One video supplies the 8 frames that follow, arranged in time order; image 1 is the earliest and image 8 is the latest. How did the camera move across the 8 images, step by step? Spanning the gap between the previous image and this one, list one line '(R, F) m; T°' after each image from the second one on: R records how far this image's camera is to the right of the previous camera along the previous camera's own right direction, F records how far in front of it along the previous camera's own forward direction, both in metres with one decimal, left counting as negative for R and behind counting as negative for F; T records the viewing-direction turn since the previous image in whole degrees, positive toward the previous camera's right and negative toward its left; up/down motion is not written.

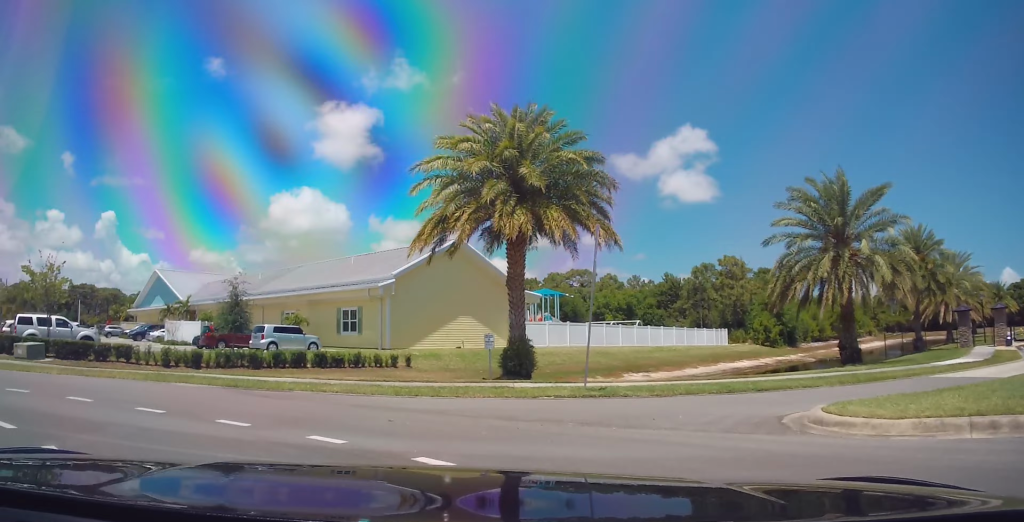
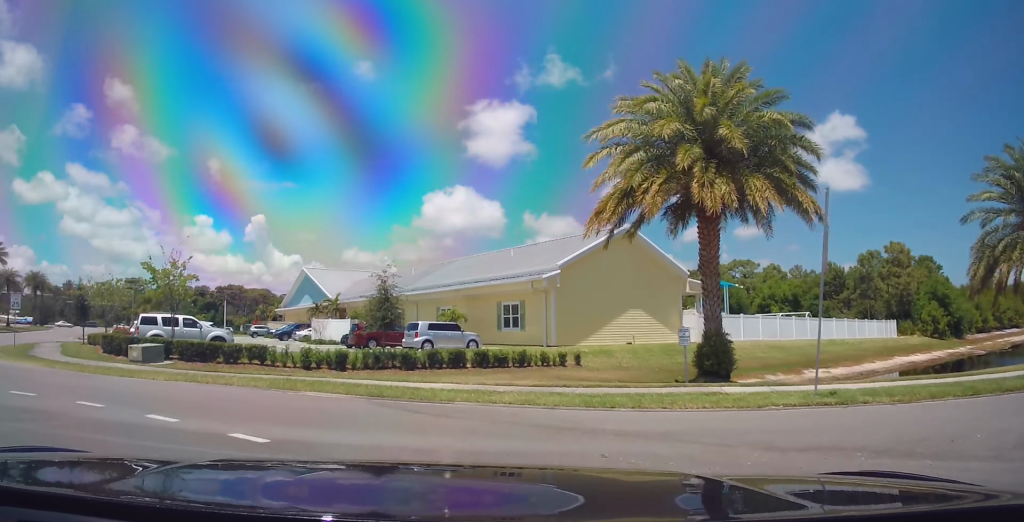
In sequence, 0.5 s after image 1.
(-0.3, +3.1) m; -13°
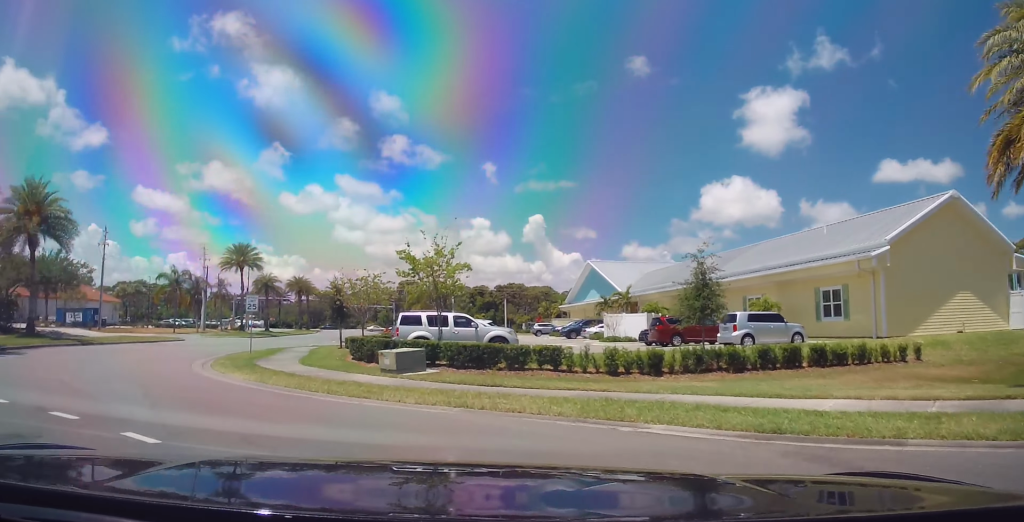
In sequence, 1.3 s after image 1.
(-0.9, +5.3) m; -23°
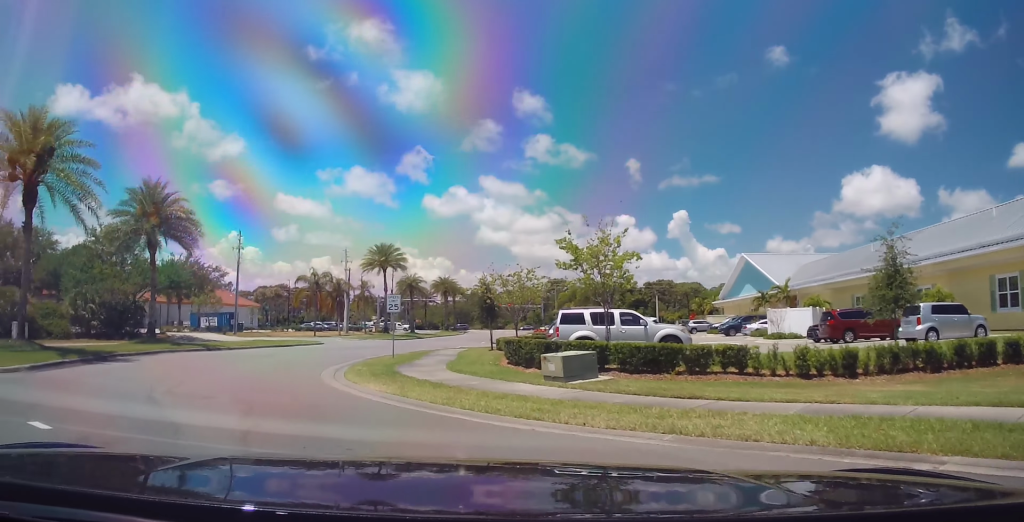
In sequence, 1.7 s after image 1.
(-0.6, +2.6) m; -11°
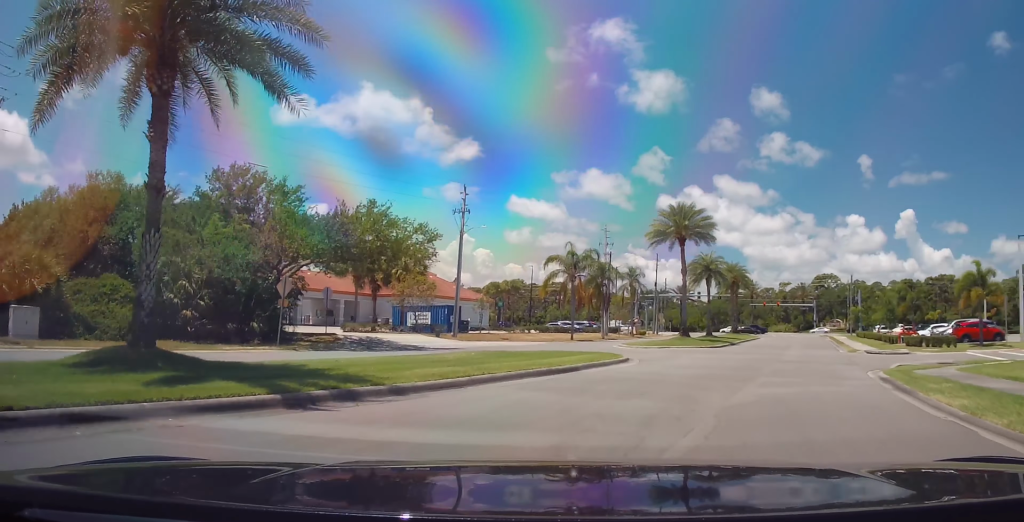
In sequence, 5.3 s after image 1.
(-11.0, +20.6) m; -26°
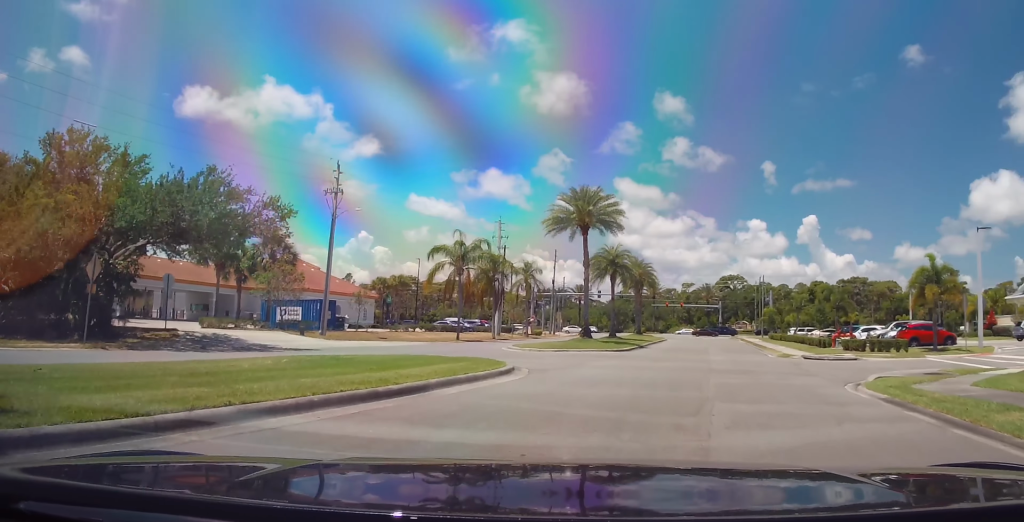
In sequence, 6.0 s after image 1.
(+0.7, +5.8) m; +9°
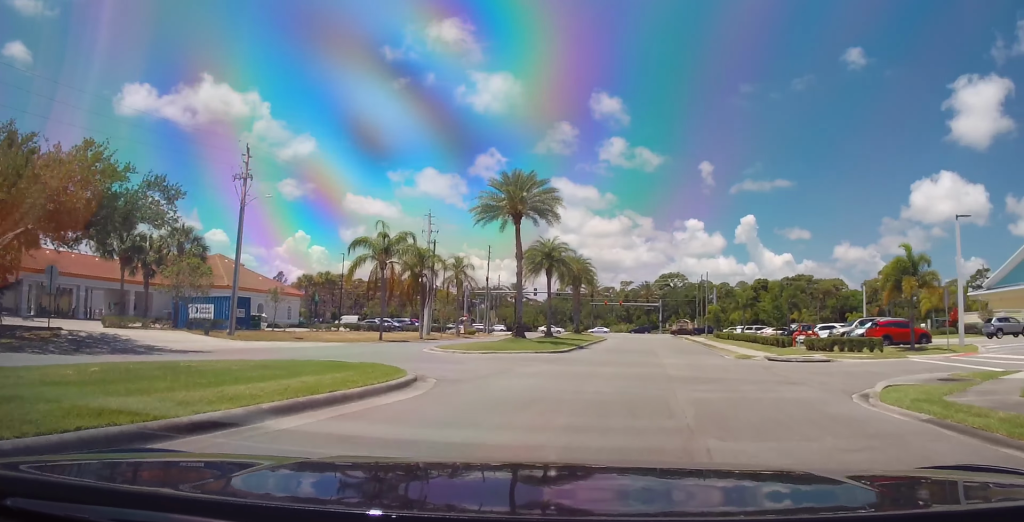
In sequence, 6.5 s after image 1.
(+0.2, +3.9) m; +5°
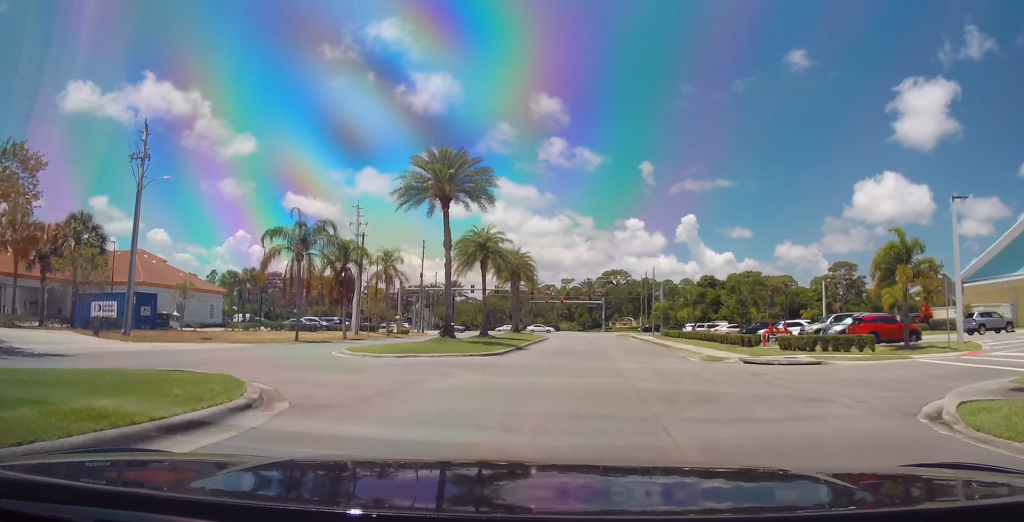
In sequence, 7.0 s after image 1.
(+0.1, +4.6) m; +4°
